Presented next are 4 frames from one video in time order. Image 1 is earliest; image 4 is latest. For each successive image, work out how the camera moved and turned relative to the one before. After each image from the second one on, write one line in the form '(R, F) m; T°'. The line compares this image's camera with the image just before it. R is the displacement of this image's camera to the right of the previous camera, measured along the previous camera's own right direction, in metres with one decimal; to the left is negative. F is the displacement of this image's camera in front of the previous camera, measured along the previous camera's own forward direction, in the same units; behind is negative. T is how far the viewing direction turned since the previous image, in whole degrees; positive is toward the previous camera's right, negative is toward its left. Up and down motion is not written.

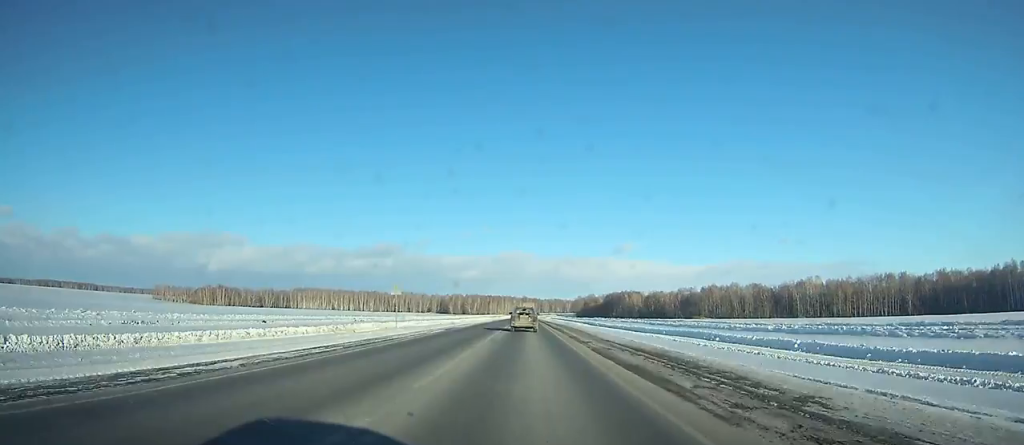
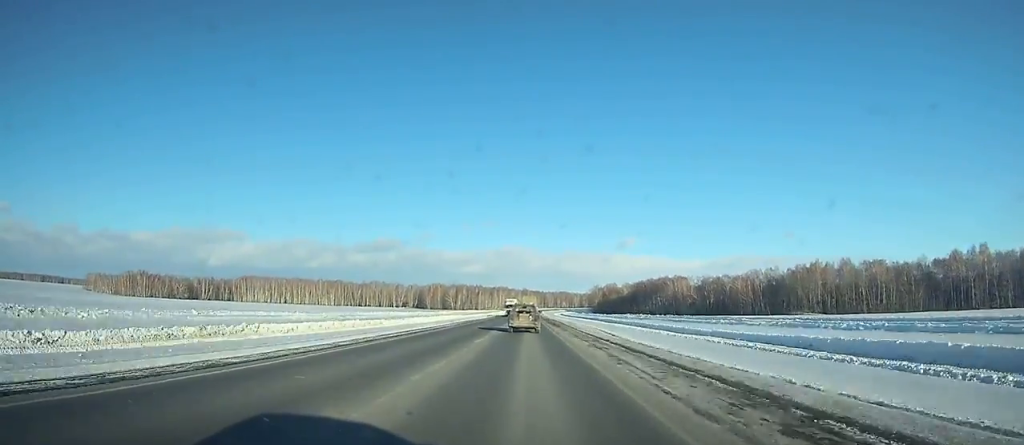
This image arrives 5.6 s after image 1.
(+0.4, +149.1) m; 0°
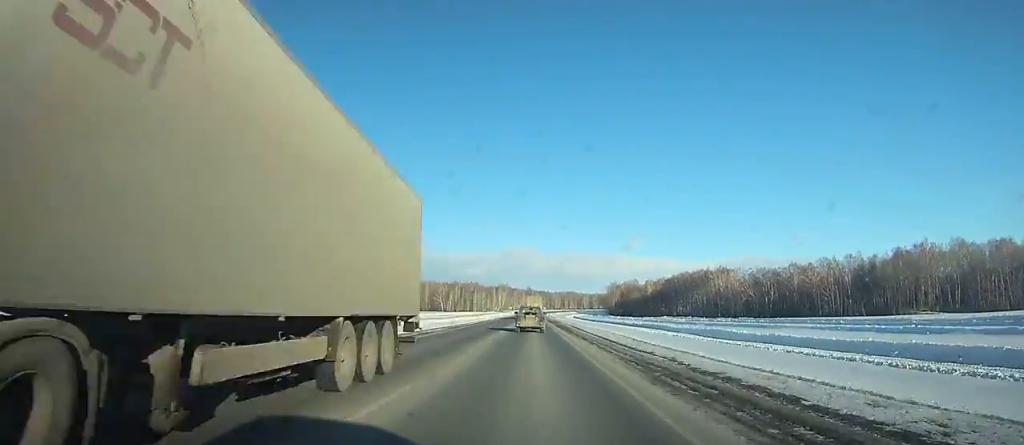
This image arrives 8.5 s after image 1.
(+0.2, +75.9) m; 0°
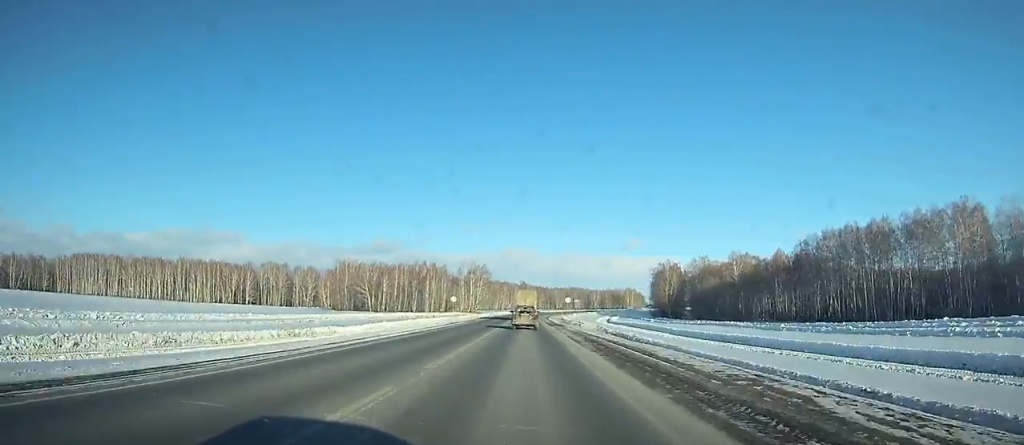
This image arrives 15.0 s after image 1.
(-0.1, +167.3) m; 0°
